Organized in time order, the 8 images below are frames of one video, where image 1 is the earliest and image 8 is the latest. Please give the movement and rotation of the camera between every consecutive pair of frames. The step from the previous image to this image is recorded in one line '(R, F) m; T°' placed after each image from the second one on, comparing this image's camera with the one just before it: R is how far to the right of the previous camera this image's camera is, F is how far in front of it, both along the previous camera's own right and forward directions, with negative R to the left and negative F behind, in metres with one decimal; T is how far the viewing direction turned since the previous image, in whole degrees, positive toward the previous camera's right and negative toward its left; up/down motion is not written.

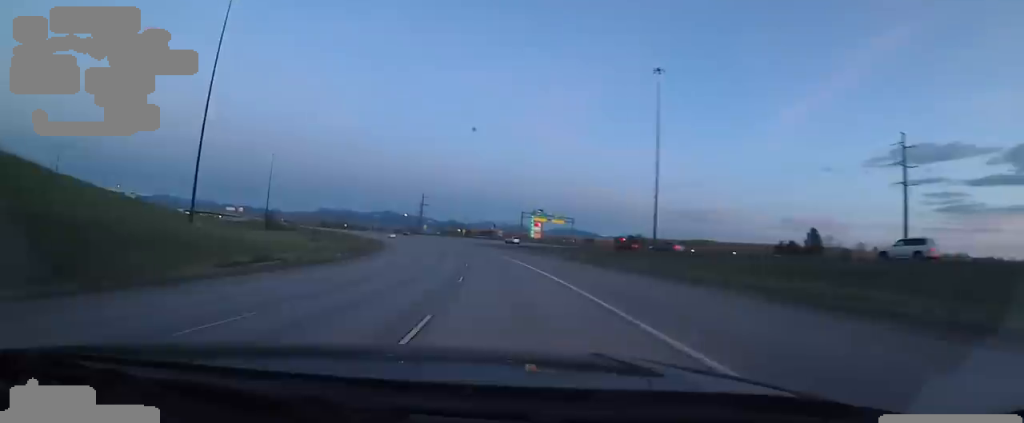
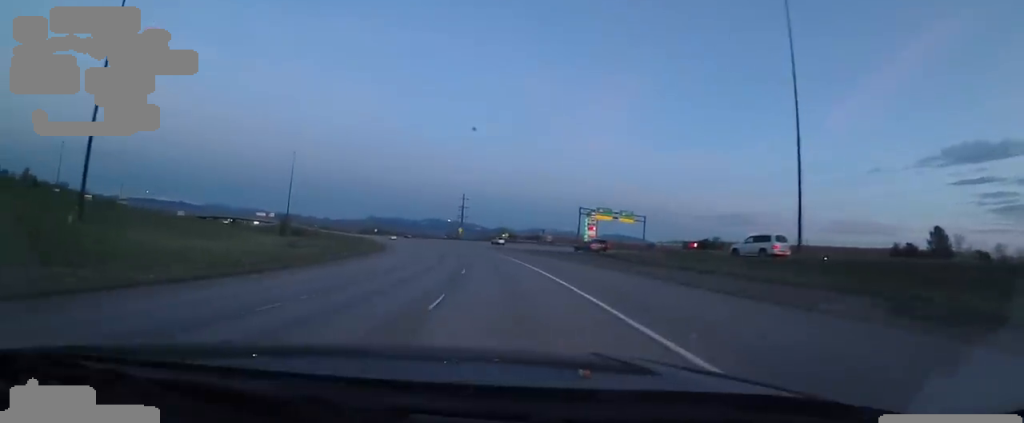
(-2.1, +33.1) m; -4°
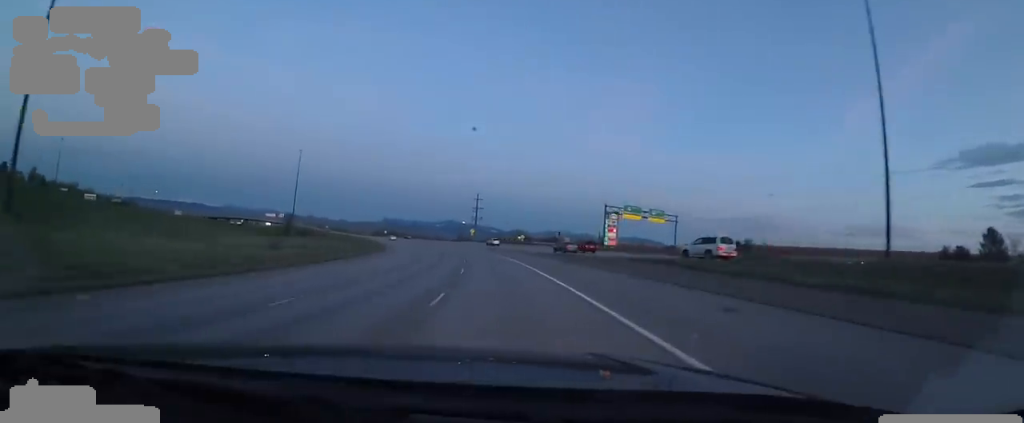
(+0.1, +12.1) m; -1°
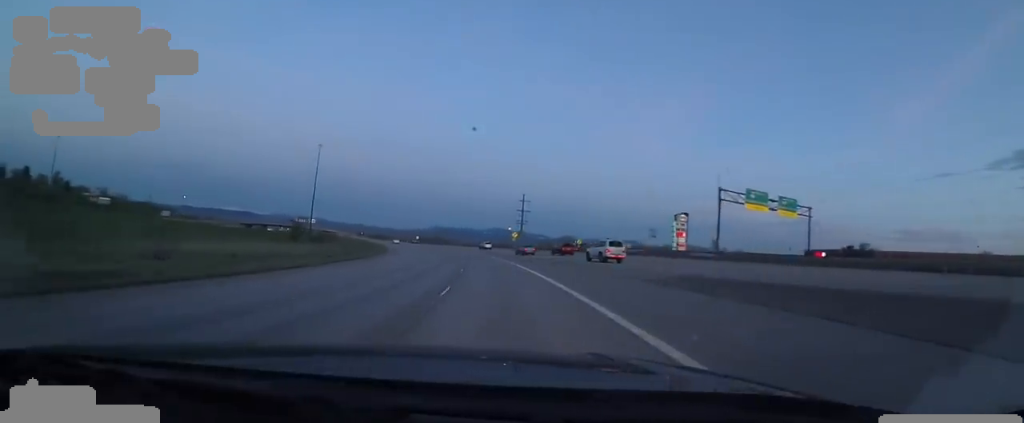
(-1.3, +34.1) m; -7°
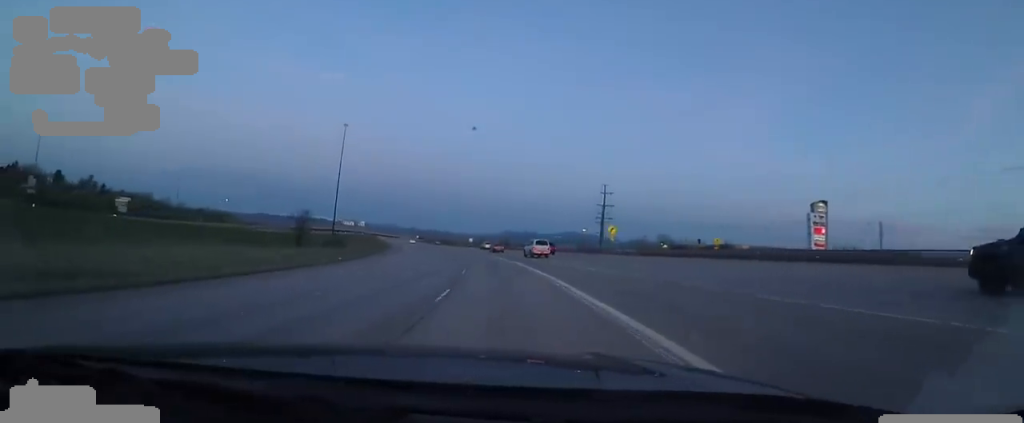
(-5.5, +49.6) m; -10°
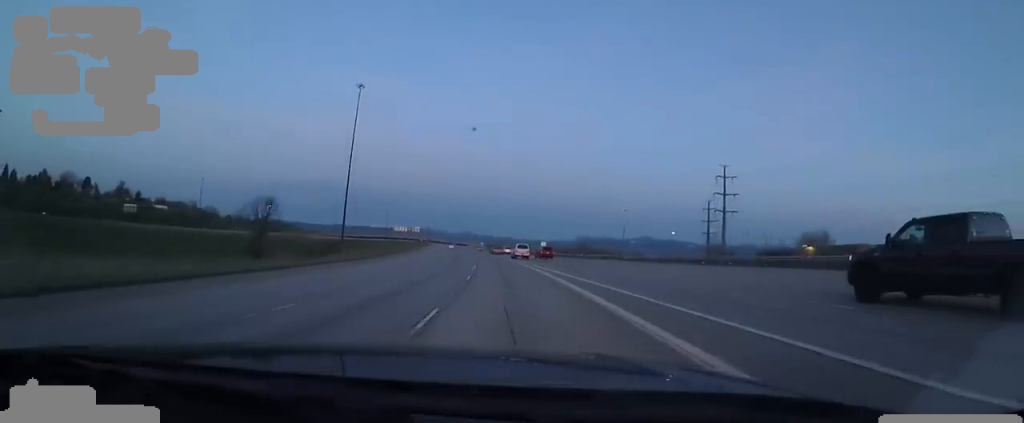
(-3.1, +54.1) m; -8°
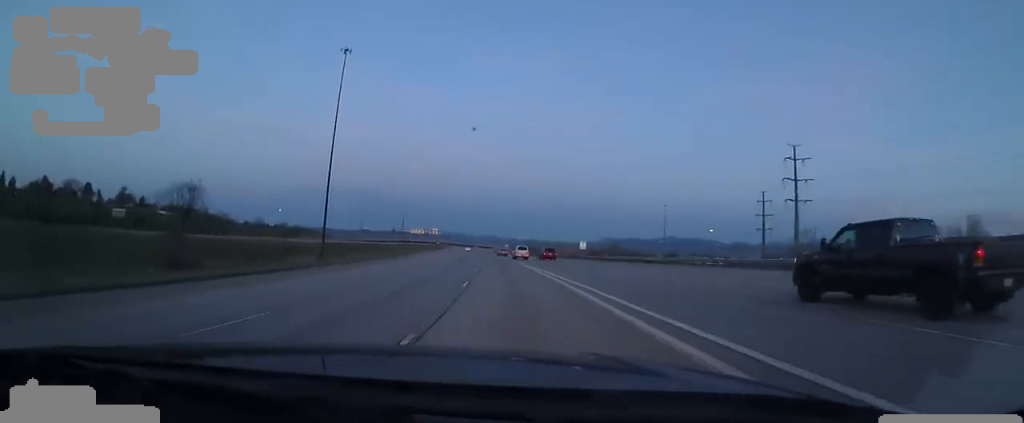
(-1.2, +25.9) m; -2°
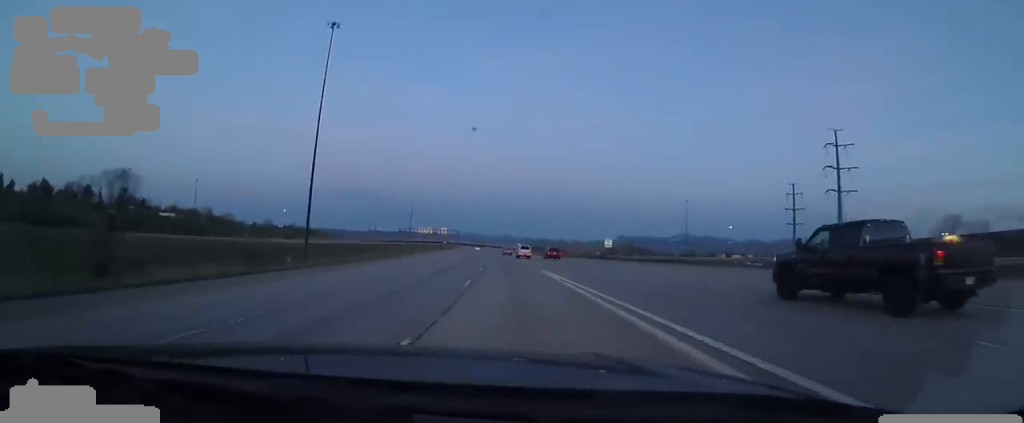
(+0.4, +12.4) m; -1°
